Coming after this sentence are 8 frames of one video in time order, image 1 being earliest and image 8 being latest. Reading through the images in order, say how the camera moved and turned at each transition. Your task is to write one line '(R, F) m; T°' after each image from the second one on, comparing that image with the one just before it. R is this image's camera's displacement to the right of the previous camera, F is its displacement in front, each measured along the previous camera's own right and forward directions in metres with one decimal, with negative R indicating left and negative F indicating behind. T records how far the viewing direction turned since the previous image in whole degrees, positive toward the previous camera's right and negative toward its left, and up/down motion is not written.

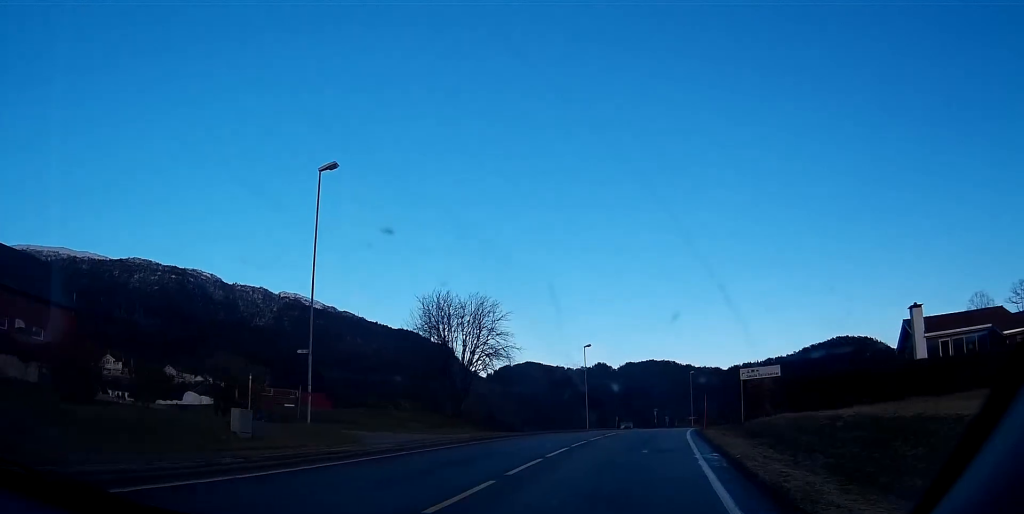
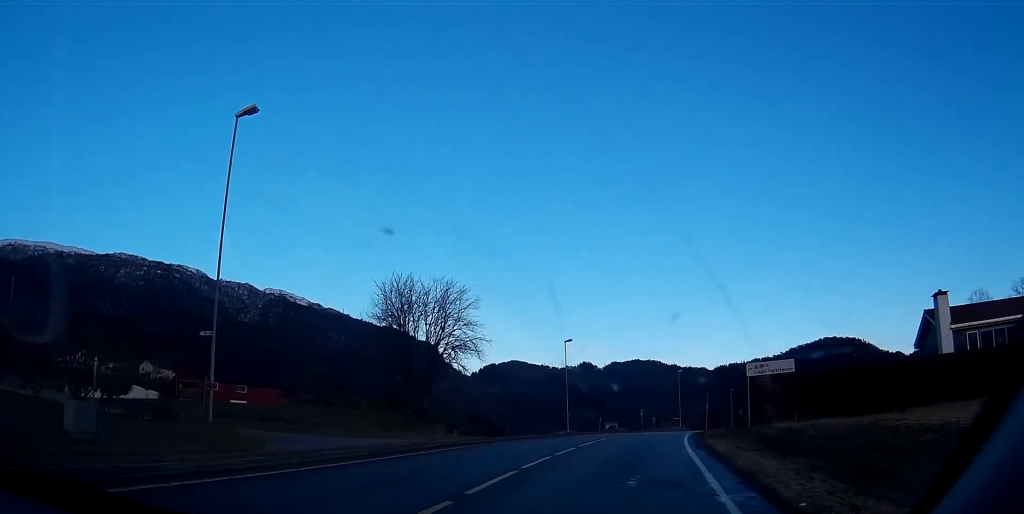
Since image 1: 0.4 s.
(+0.1, +6.2) m; +1°
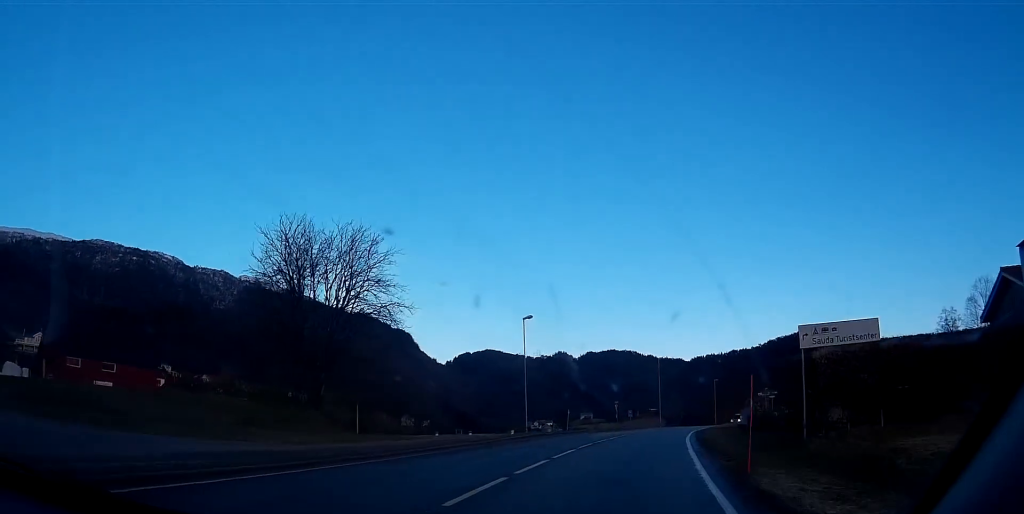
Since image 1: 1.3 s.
(+0.4, +13.1) m; +2°
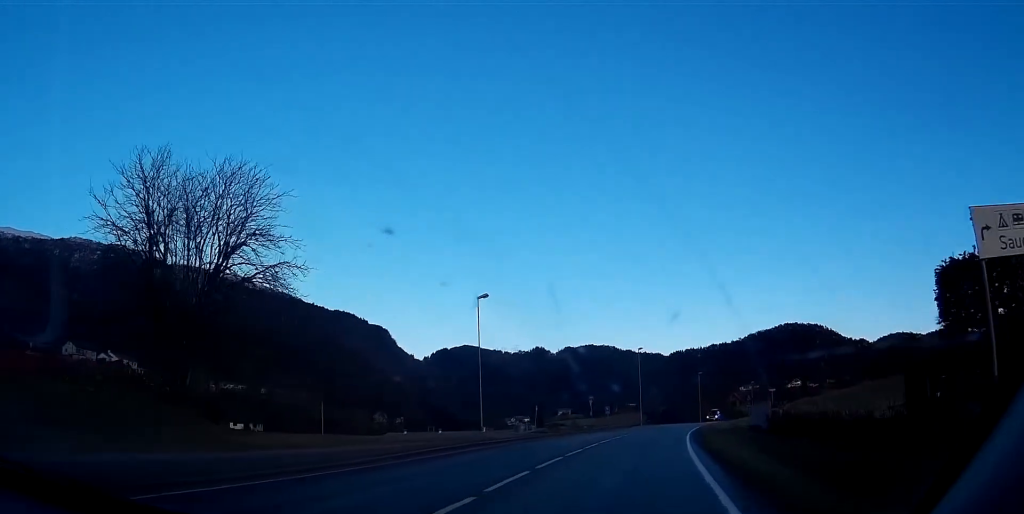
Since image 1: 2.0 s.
(+0.1, +10.0) m; +1°
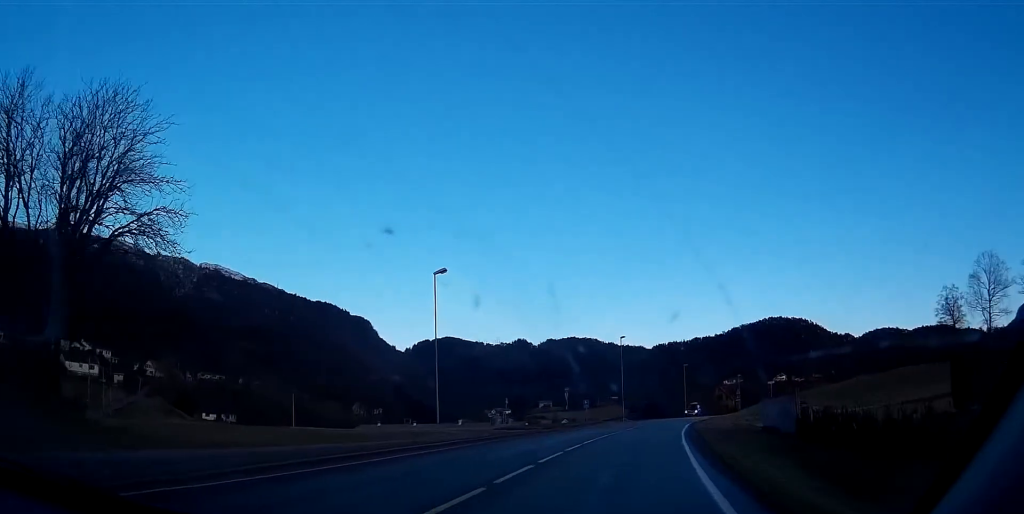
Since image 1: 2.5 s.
(+0.1, +7.0) m; +1°
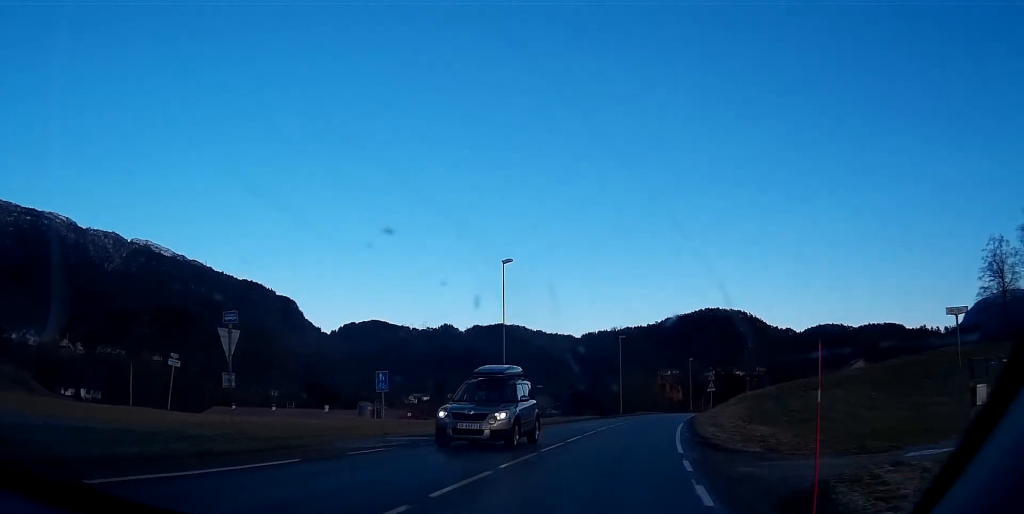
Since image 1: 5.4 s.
(+1.3, +40.5) m; +3°
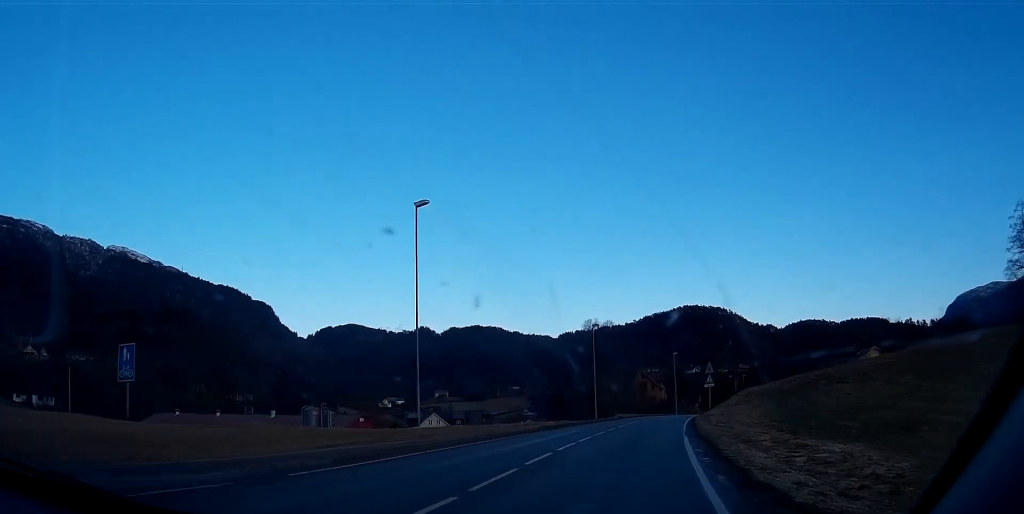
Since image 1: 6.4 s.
(+0.2, +13.8) m; +1°
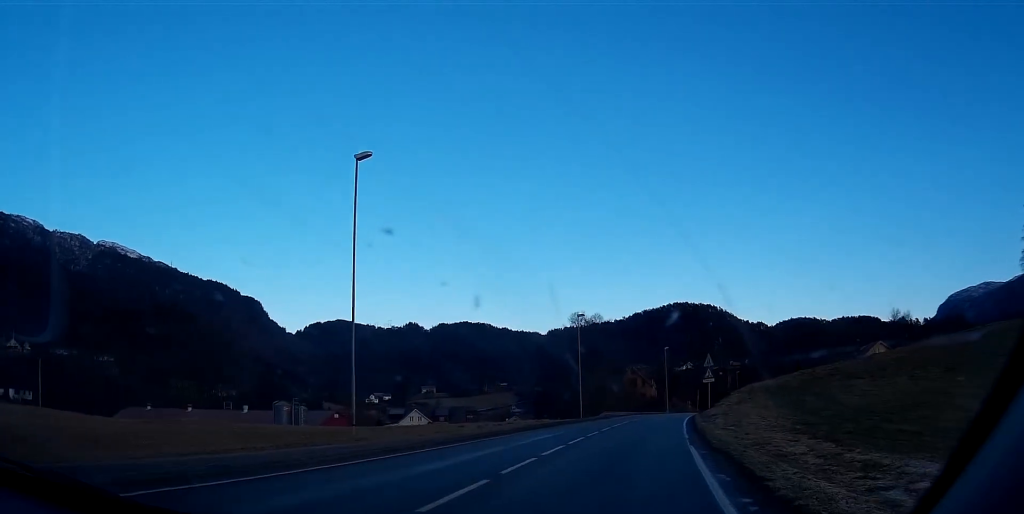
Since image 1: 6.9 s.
(0.0, +6.0) m; +1°
